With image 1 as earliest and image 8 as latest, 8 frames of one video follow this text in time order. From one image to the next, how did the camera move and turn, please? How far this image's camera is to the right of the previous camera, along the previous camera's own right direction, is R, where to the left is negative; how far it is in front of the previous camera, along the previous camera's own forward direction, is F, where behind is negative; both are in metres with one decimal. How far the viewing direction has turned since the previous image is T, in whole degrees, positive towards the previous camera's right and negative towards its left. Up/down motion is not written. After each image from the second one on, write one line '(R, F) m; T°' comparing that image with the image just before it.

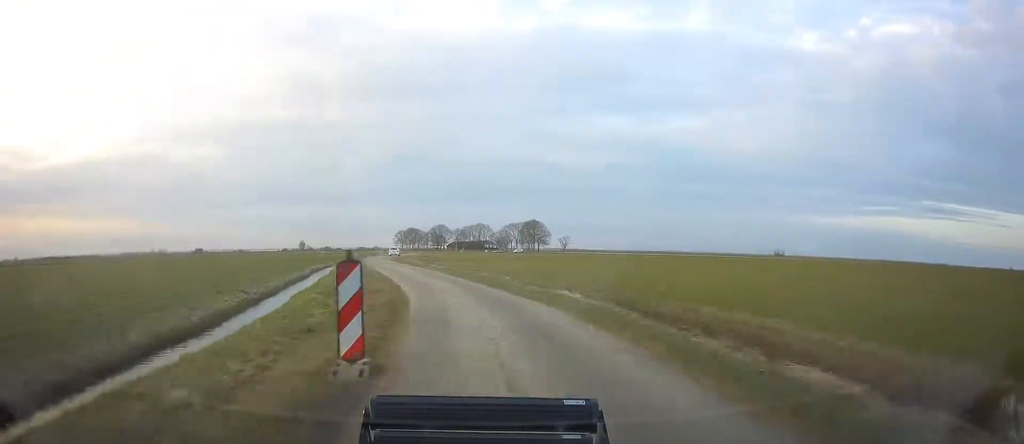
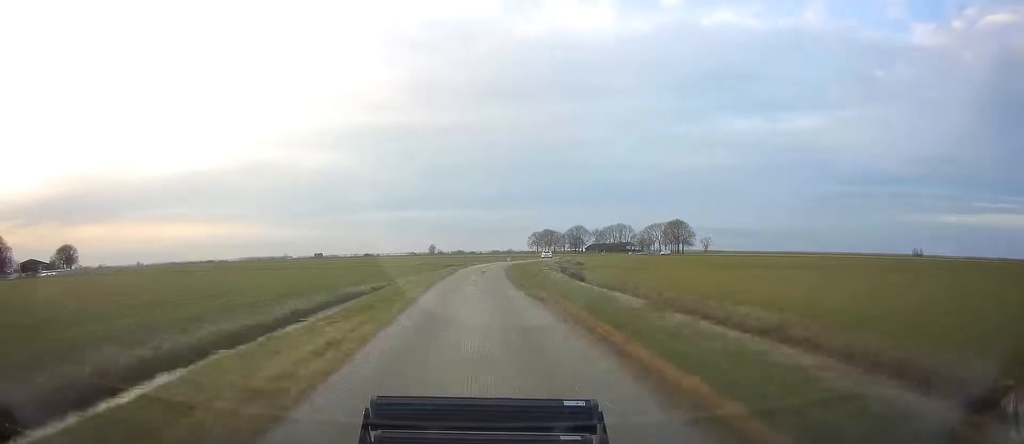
(-3.9, +29.6) m; -11°
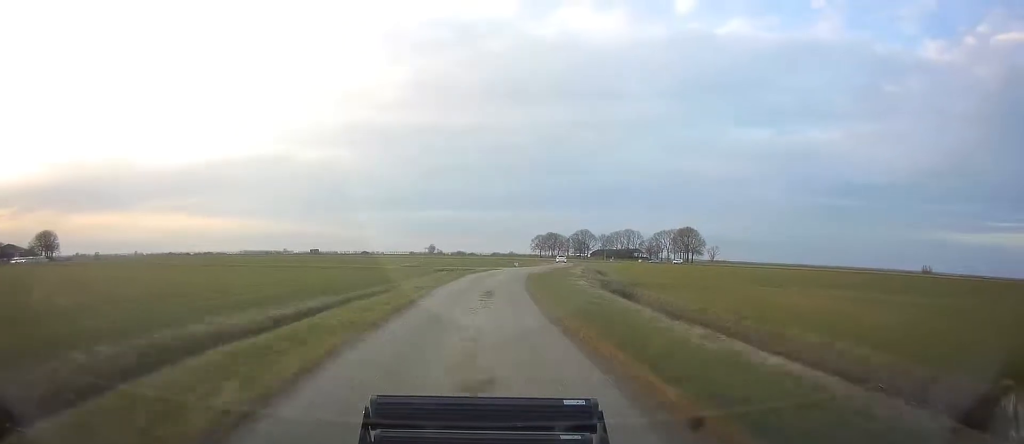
(-0.9, +17.5) m; -1°
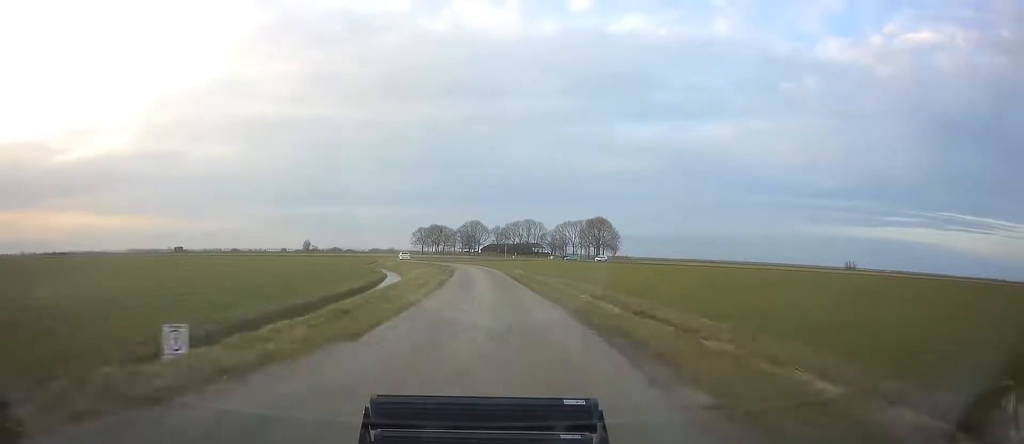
(+3.0, +59.7) m; +6°
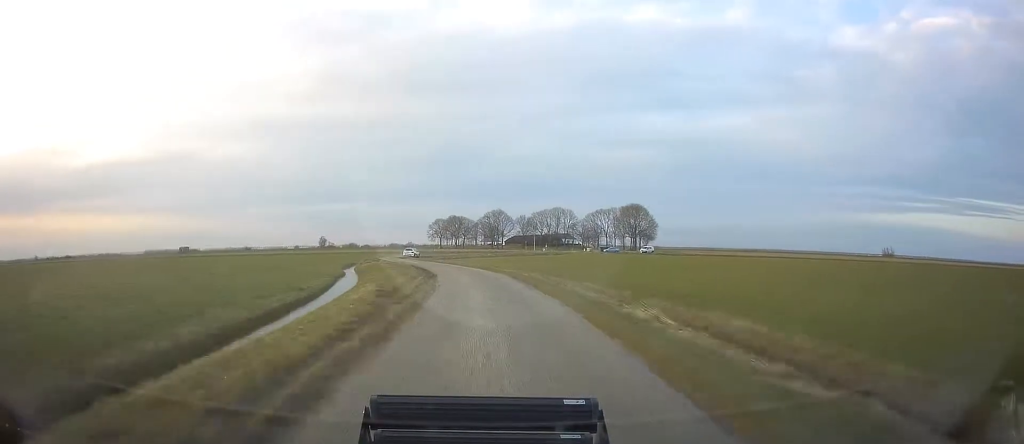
(+0.5, +30.7) m; -1°
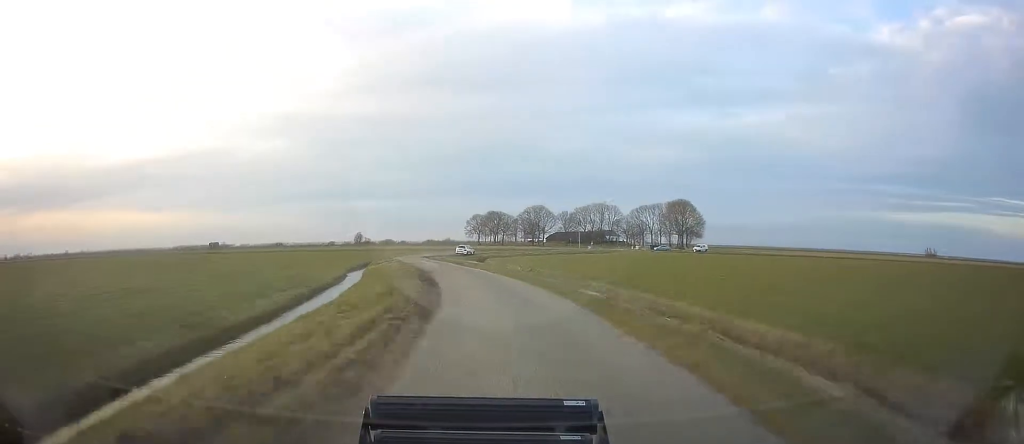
(-0.5, +13.0) m; -3°
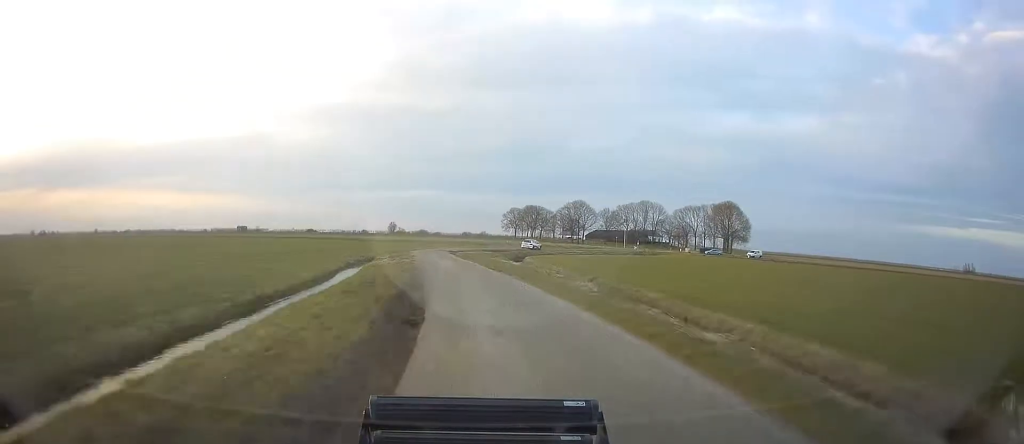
(+0.1, +13.8) m; -3°
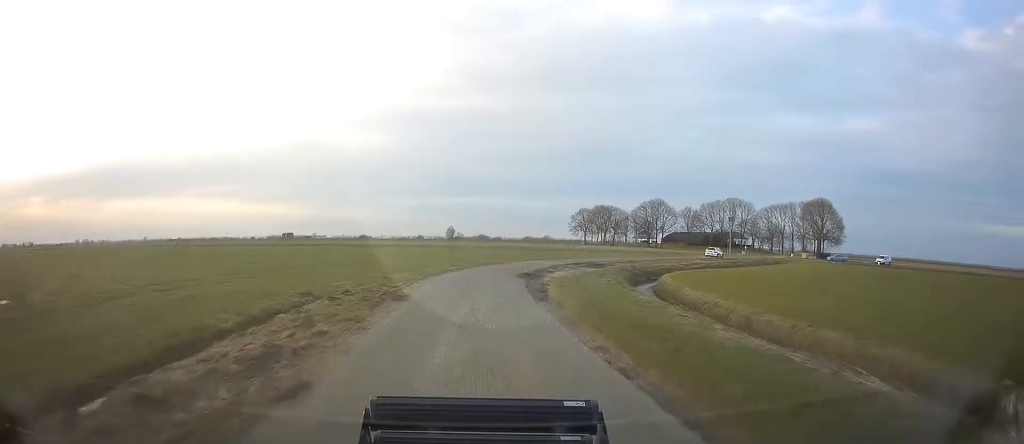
(-2.1, +30.6) m; -3°
